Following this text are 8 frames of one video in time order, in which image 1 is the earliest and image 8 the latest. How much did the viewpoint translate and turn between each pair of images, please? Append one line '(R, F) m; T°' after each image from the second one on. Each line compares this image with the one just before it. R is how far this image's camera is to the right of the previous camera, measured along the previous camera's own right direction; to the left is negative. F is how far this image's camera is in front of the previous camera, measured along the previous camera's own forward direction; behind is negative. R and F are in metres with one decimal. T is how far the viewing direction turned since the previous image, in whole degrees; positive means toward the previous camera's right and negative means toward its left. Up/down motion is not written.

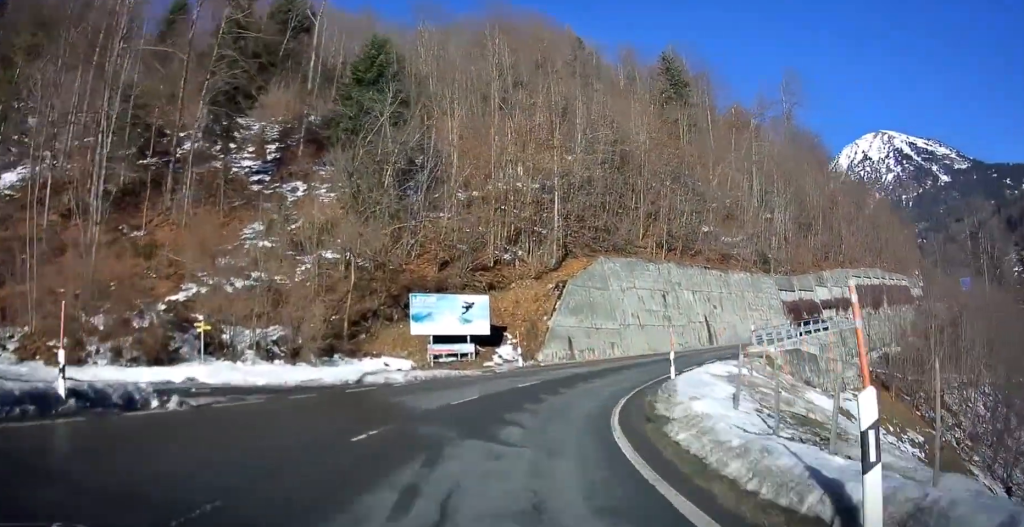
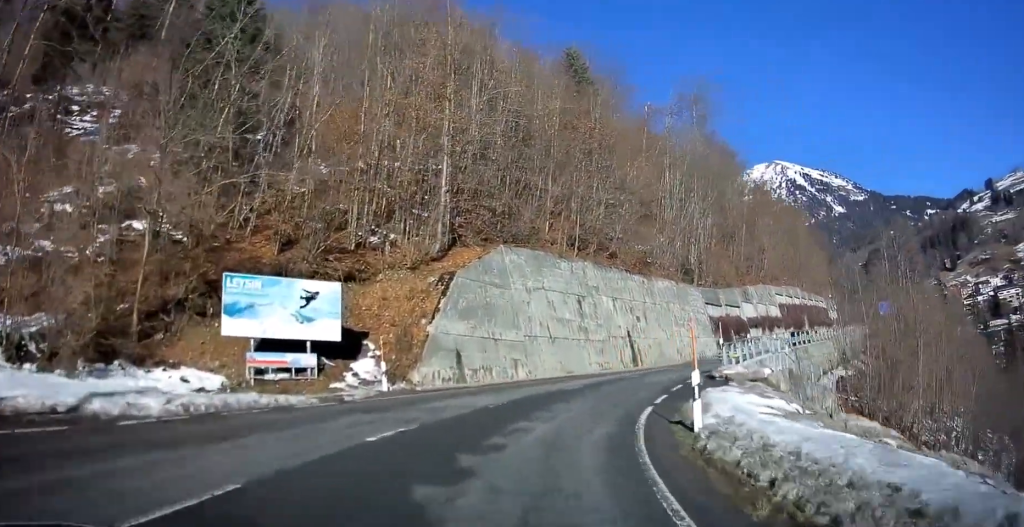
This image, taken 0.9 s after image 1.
(+0.9, +10.6) m; +11°
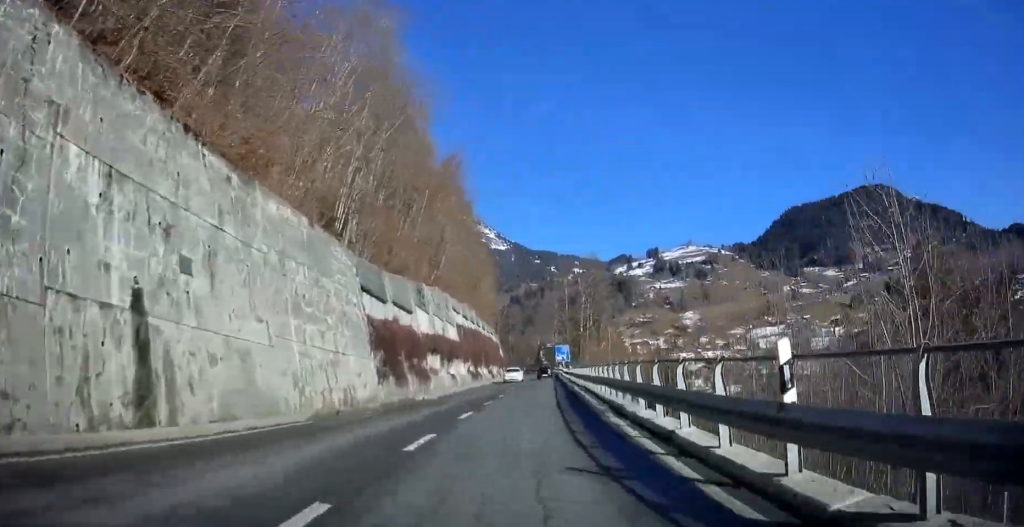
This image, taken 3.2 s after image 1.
(+8.0, +25.9) m; +32°
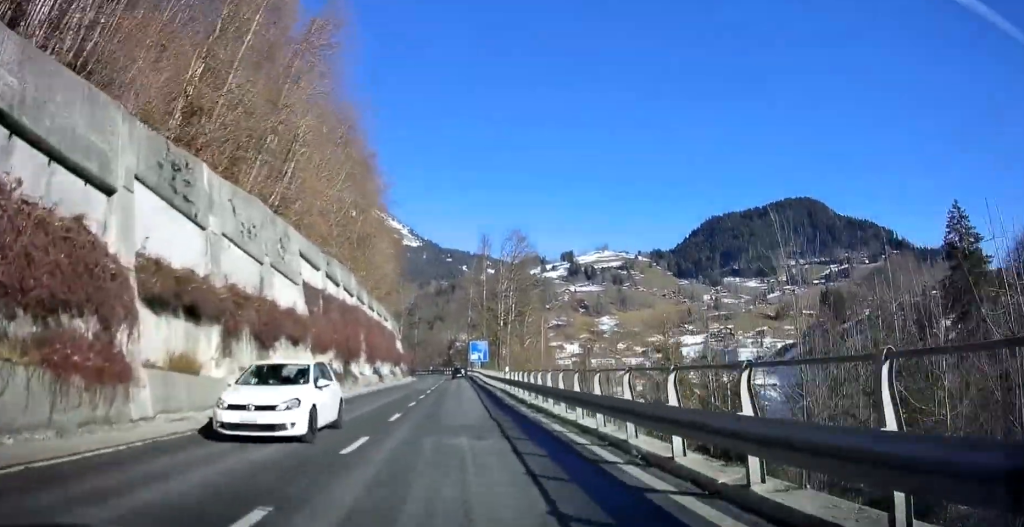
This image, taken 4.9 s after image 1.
(+3.6, +22.8) m; +12°
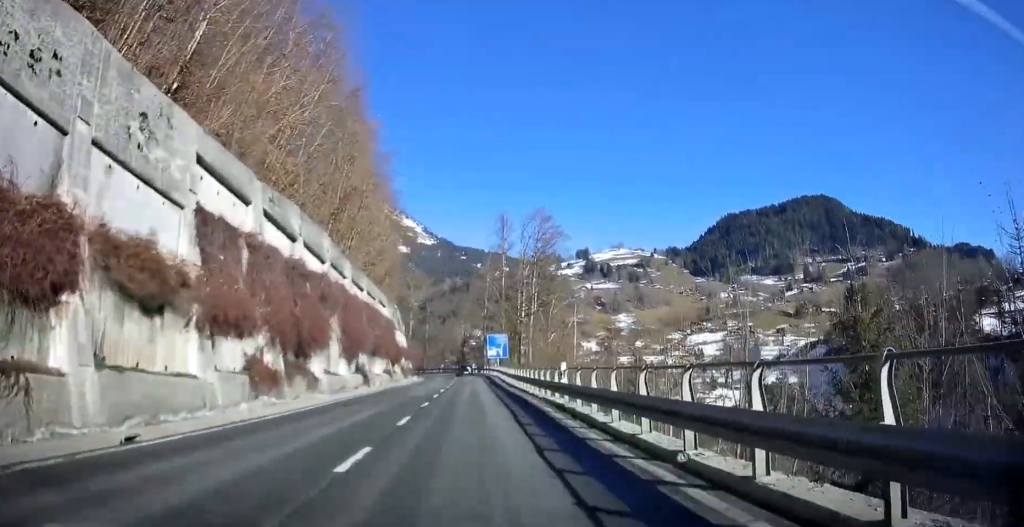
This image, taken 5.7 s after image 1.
(-0.1, +13.0) m; 0°
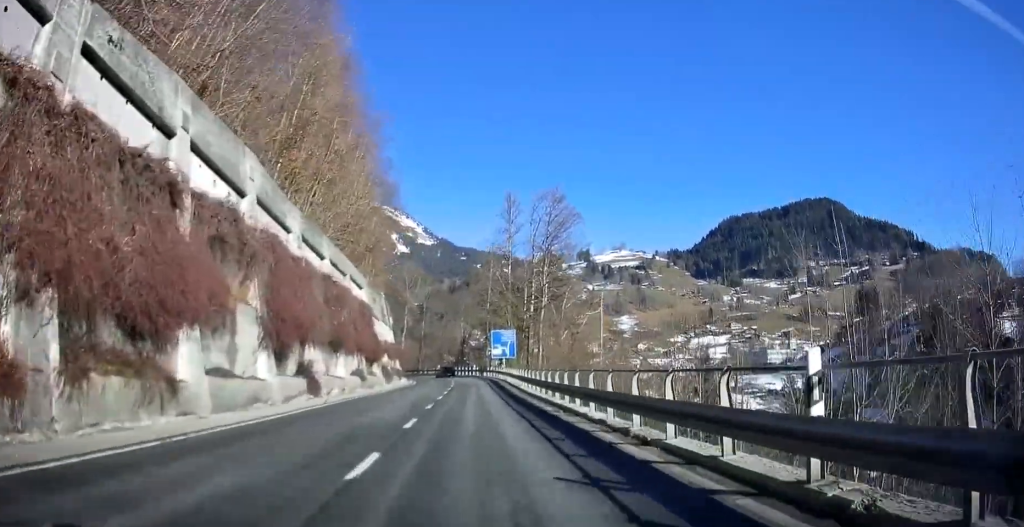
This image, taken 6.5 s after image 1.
(0.0, +12.6) m; 0°
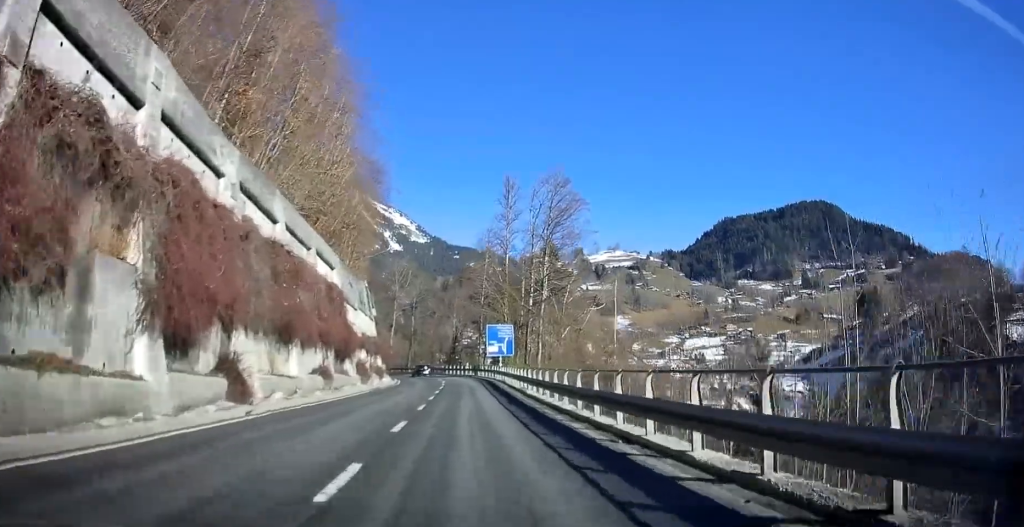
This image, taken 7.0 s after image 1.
(0.0, +7.4) m; 0°
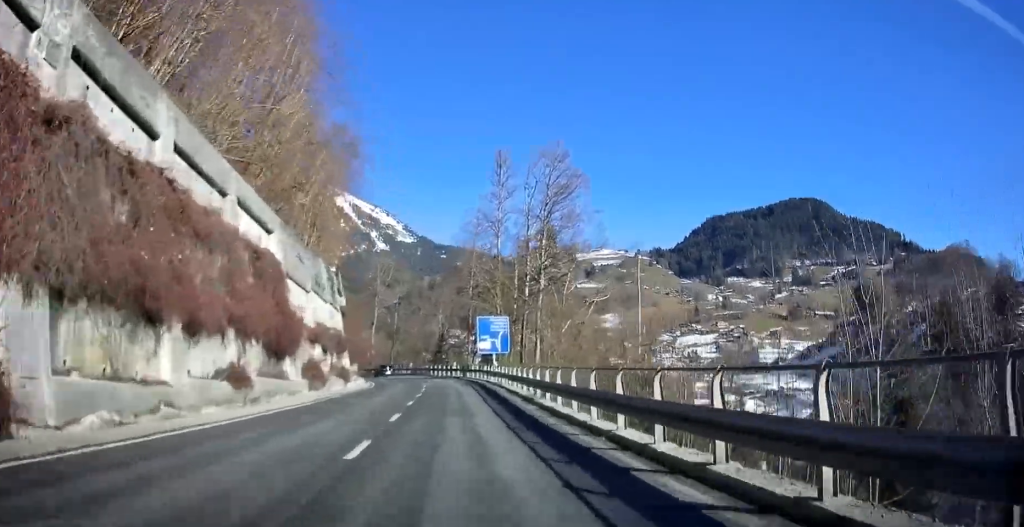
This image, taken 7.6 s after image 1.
(0.0, +9.1) m; +1°
